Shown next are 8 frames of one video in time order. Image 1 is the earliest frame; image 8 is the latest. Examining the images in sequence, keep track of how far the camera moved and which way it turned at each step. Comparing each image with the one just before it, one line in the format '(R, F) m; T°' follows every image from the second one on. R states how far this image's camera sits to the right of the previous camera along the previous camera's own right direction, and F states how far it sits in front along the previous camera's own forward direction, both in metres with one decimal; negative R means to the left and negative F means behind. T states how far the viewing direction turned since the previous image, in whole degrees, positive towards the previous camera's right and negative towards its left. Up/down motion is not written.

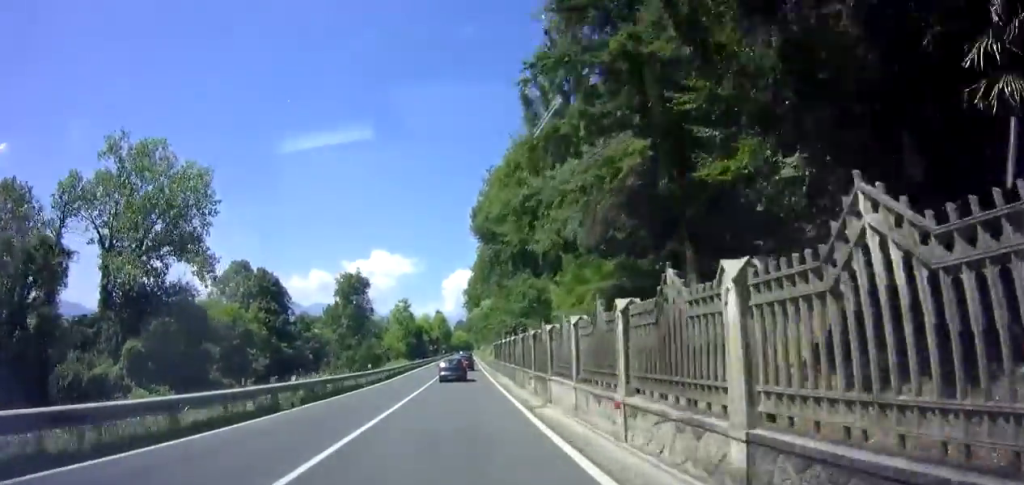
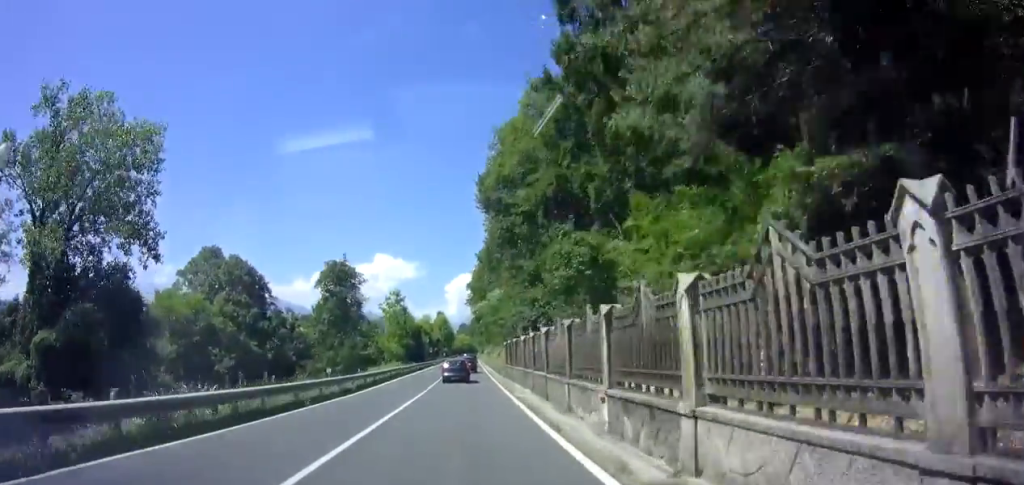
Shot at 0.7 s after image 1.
(0.0, +10.4) m; -1°
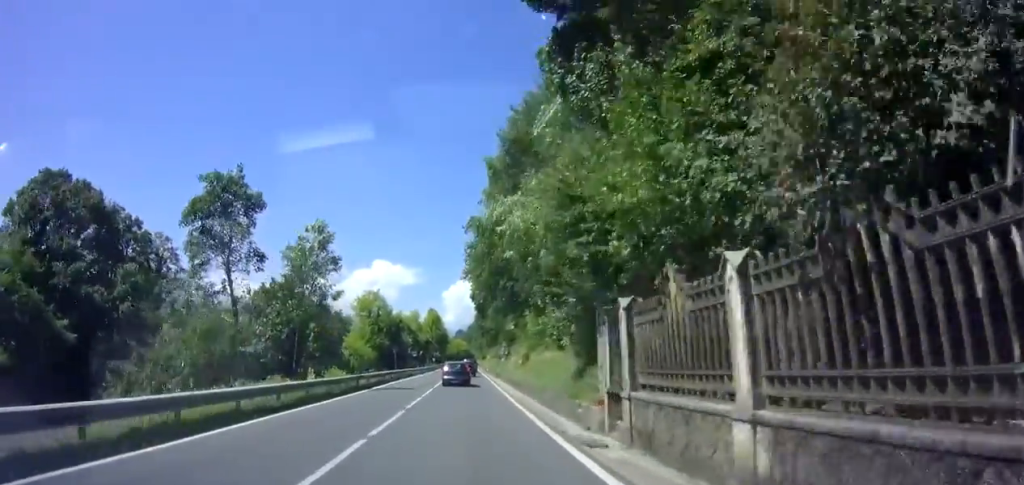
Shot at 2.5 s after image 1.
(+0.1, +29.4) m; +2°
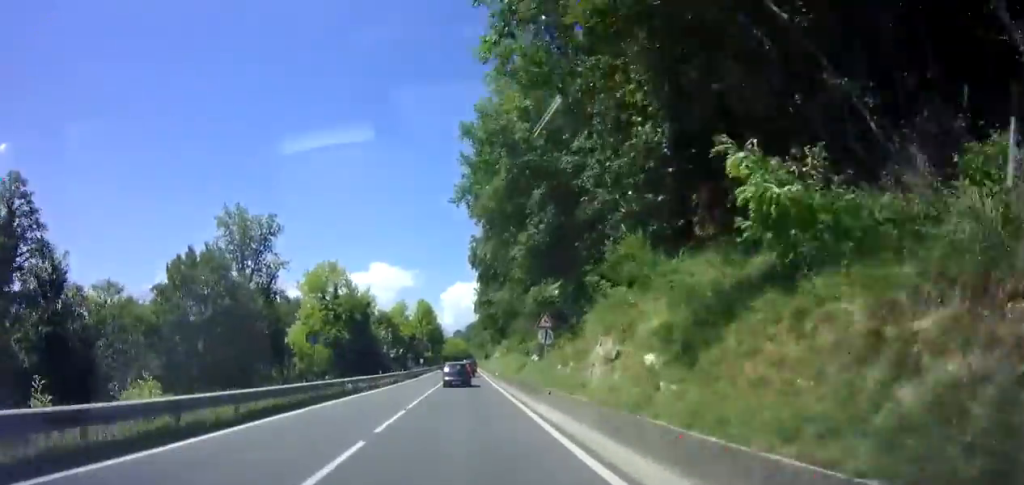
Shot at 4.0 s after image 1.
(-0.3, +23.9) m; -1°
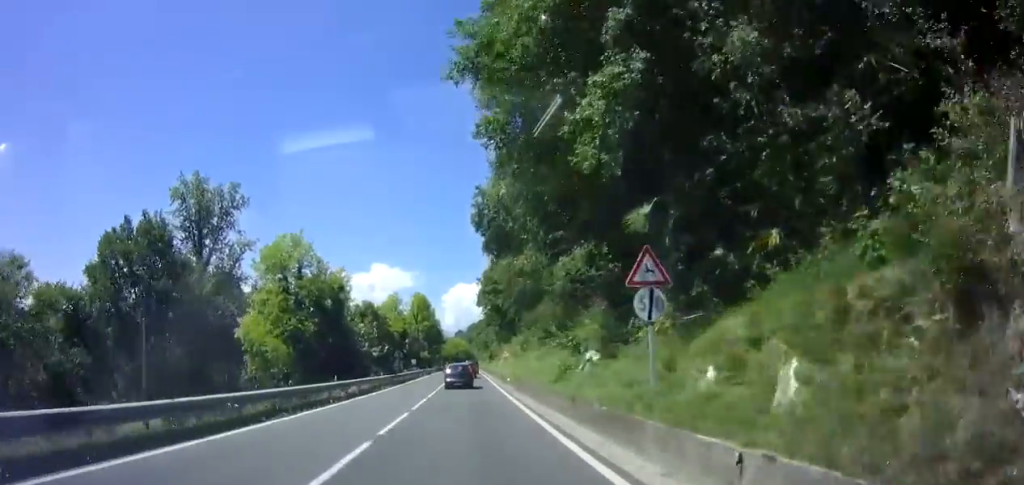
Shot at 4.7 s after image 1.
(-0.1, +12.0) m; 0°
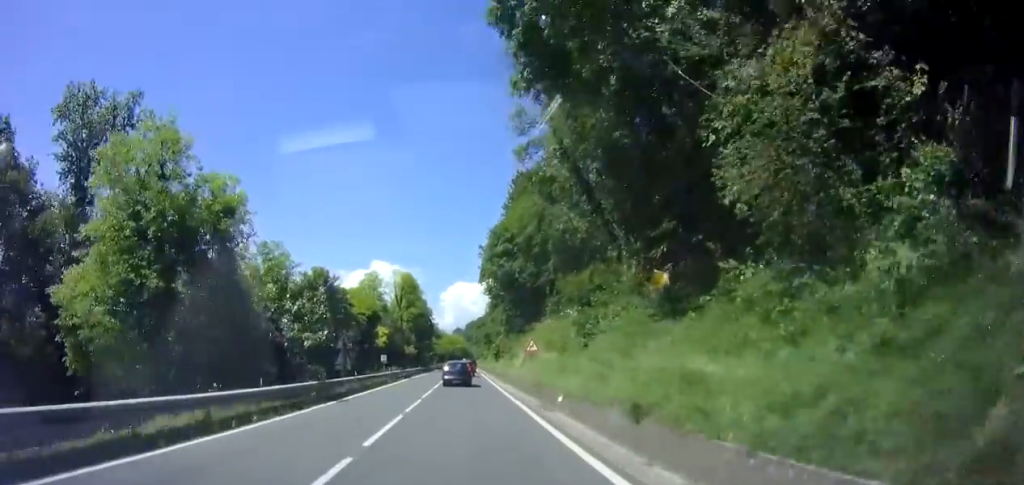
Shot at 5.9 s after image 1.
(0.0, +20.3) m; 0°
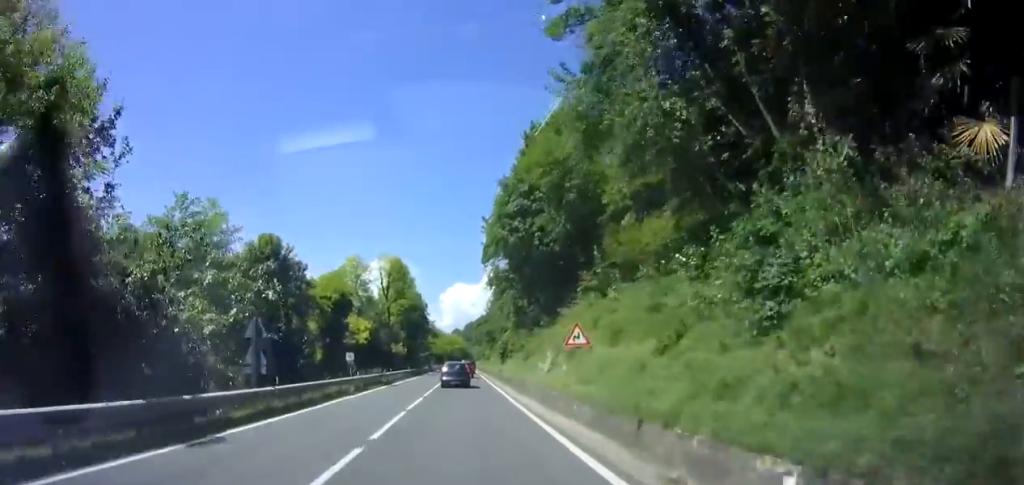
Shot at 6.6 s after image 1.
(0.0, +11.0) m; 0°
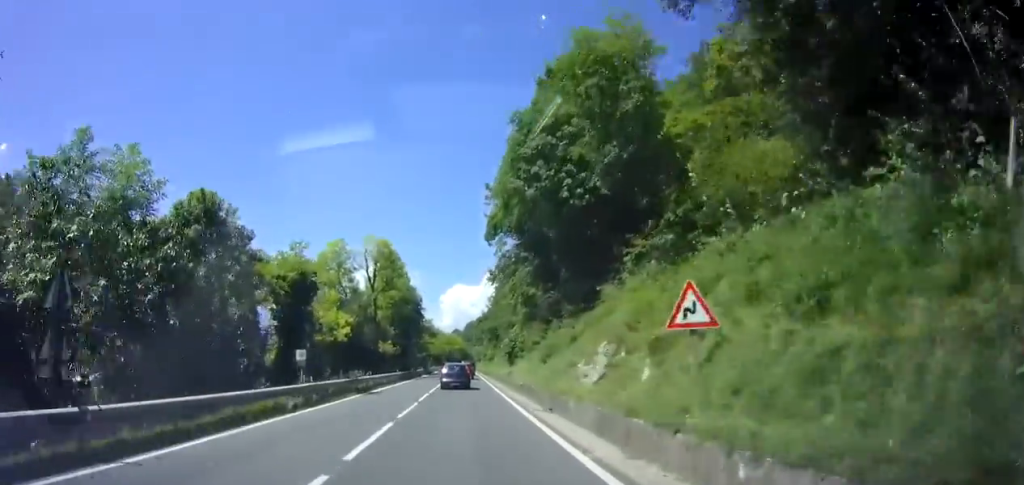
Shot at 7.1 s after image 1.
(+0.1, +8.3) m; +1°
